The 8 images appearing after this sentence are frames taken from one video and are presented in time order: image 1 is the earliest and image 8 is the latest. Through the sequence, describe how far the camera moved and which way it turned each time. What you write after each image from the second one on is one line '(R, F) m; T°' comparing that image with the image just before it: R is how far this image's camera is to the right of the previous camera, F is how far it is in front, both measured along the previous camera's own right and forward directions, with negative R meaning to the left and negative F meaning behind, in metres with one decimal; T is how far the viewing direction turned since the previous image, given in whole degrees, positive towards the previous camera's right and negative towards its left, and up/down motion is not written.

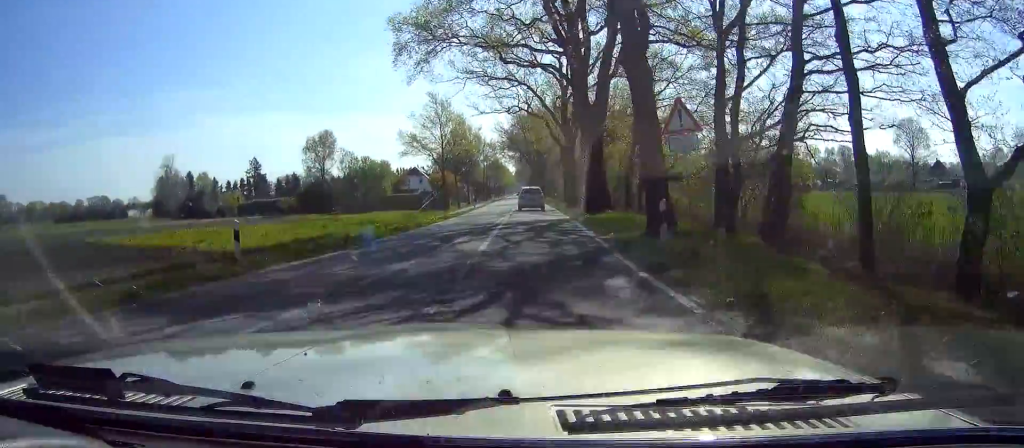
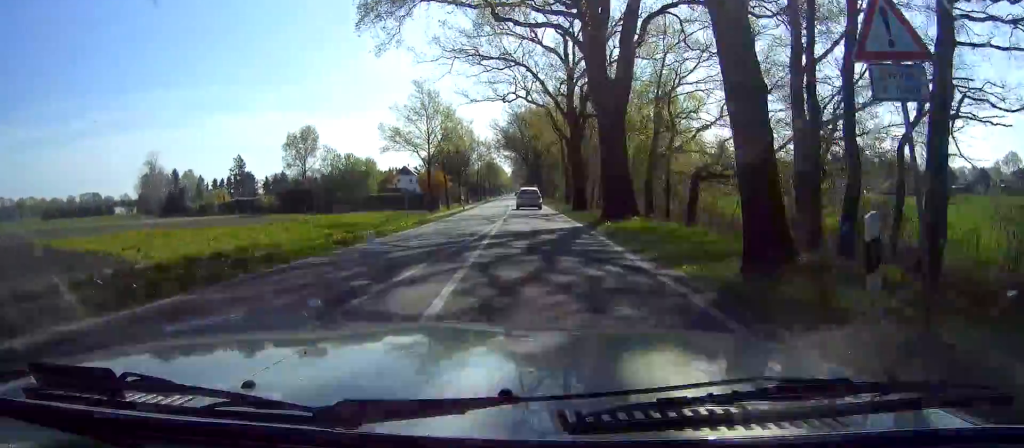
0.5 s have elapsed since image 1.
(+0.1, +8.3) m; -1°
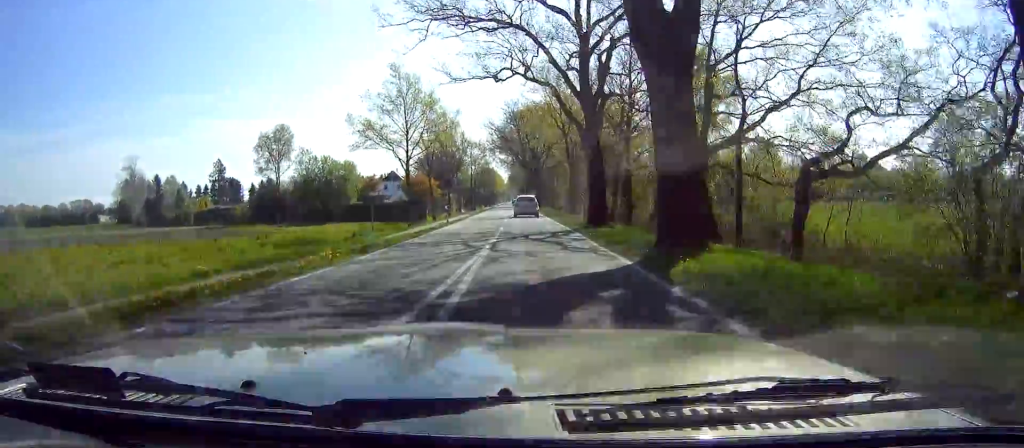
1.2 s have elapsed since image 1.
(-0.2, +11.2) m; -1°
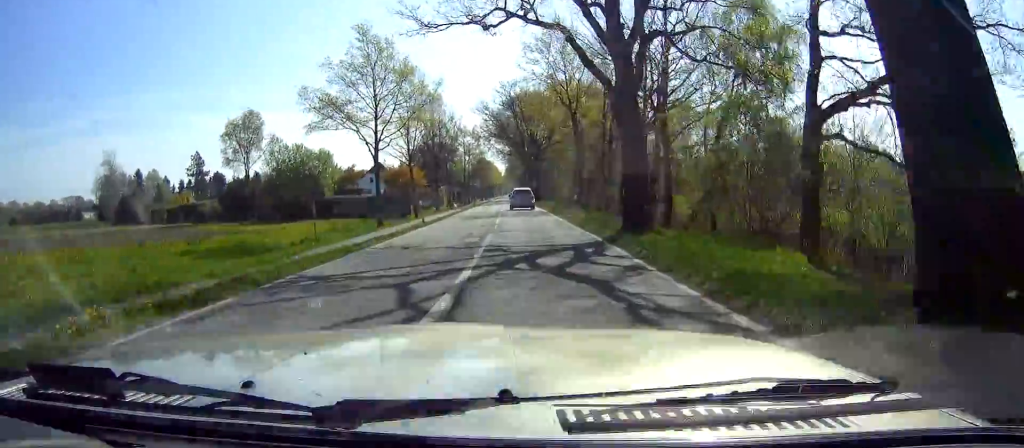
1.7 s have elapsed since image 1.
(-0.2, +10.6) m; -1°
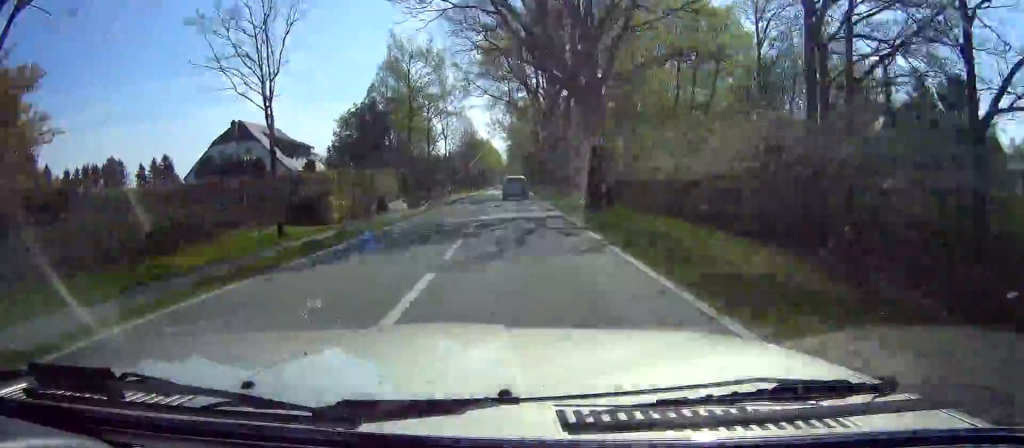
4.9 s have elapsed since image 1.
(-0.1, +66.2) m; 0°
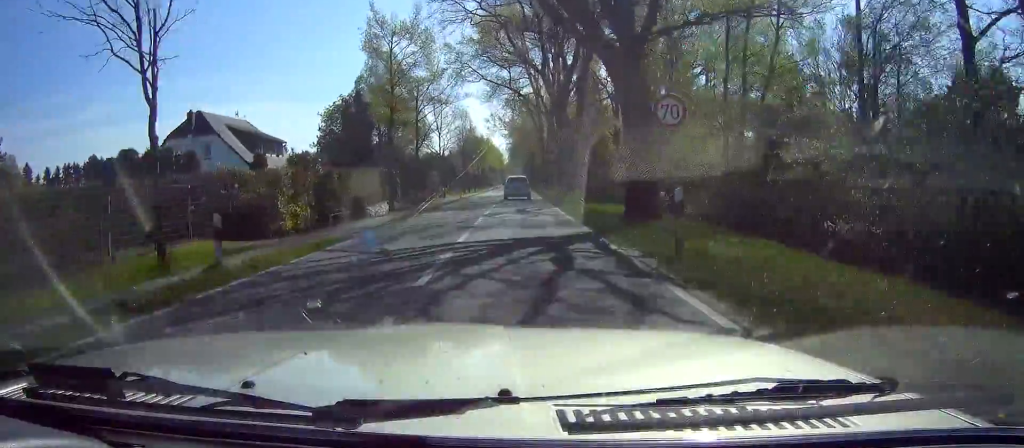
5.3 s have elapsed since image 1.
(0.0, +8.8) m; 0°
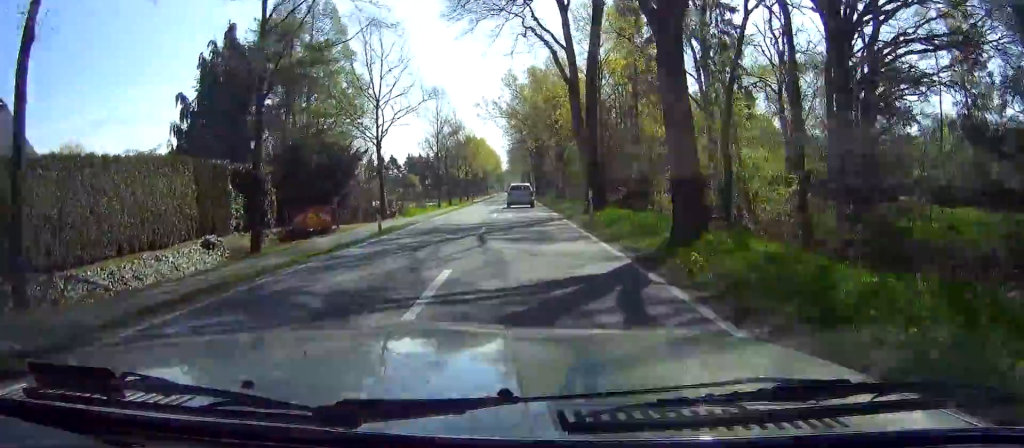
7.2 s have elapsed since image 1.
(+0.1, +37.2) m; 0°
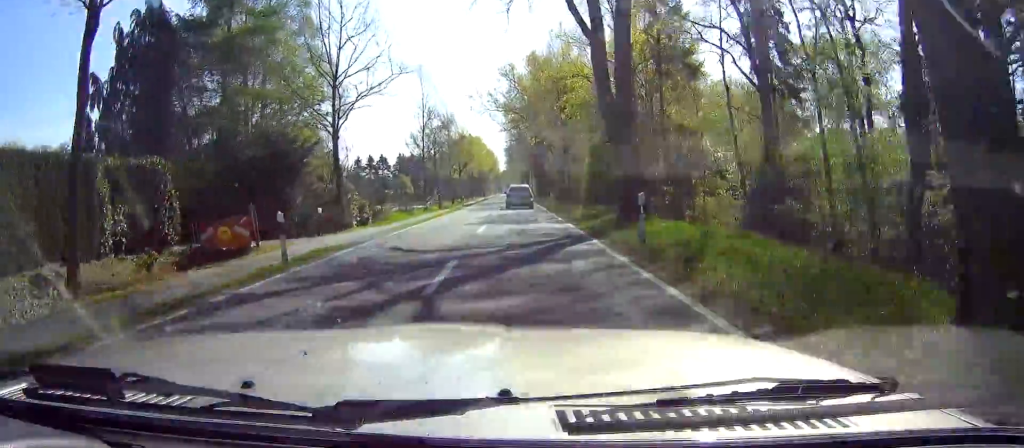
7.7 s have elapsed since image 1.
(0.0, +9.8) m; 0°
